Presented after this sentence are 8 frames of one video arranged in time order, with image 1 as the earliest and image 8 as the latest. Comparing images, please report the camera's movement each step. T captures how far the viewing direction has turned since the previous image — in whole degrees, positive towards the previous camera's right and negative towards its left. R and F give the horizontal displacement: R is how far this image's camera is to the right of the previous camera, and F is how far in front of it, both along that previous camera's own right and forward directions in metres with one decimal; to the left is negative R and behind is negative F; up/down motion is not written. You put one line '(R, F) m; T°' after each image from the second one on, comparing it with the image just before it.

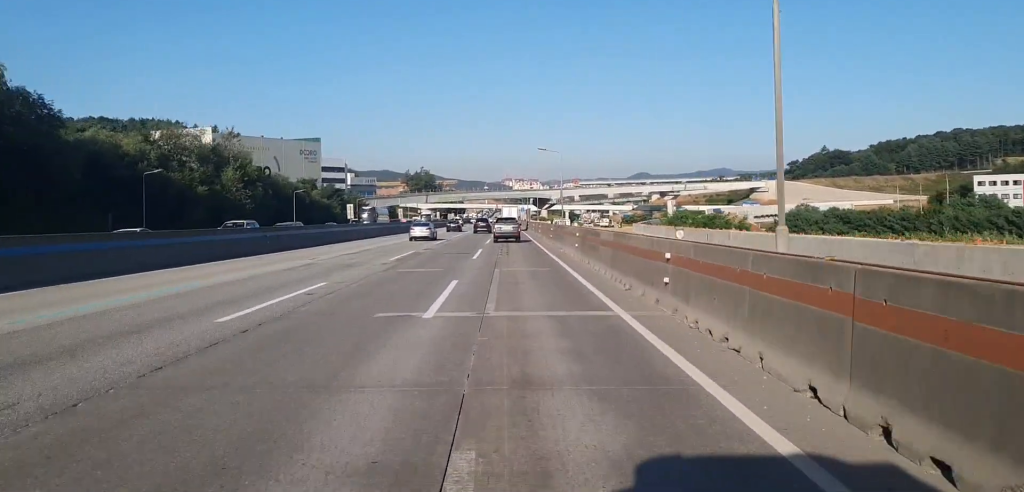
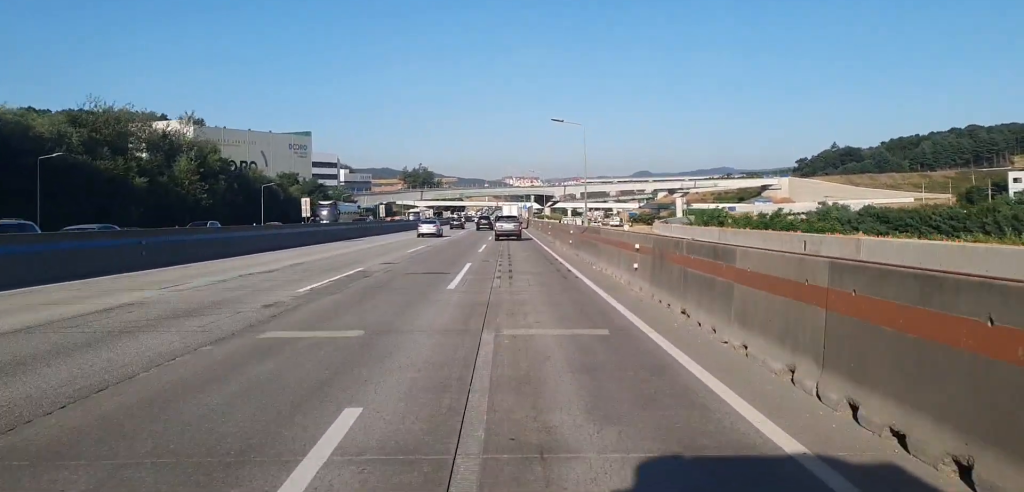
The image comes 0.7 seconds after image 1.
(0.0, +14.7) m; 0°
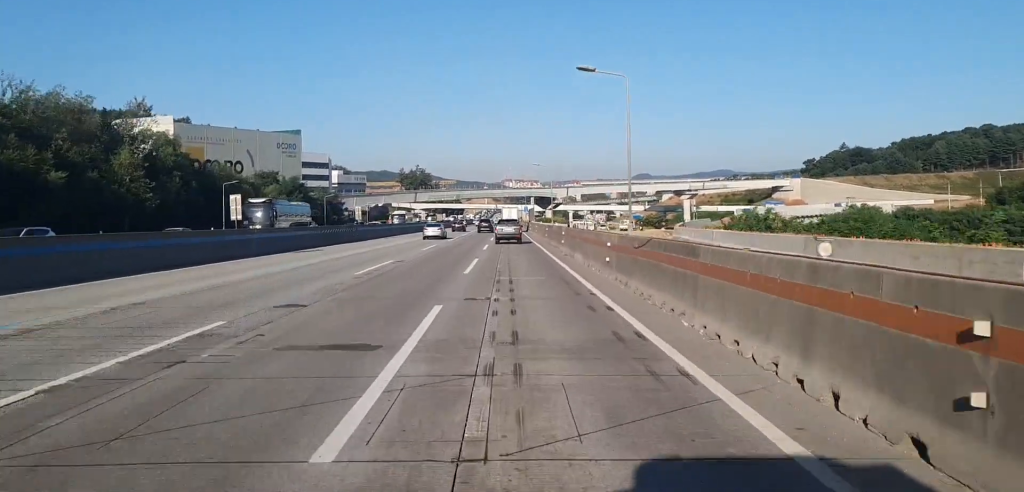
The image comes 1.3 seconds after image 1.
(0.0, +12.6) m; 0°
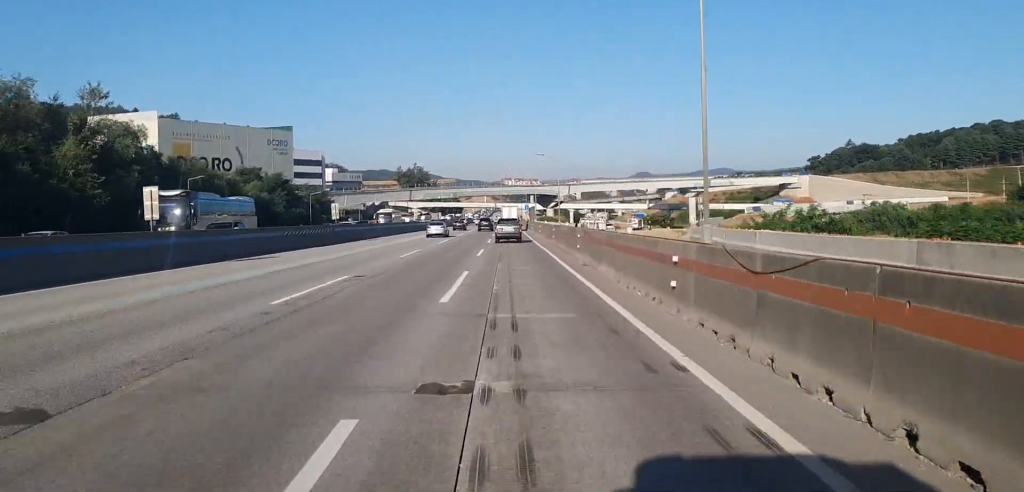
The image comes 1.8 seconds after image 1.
(0.0, +9.1) m; 0°
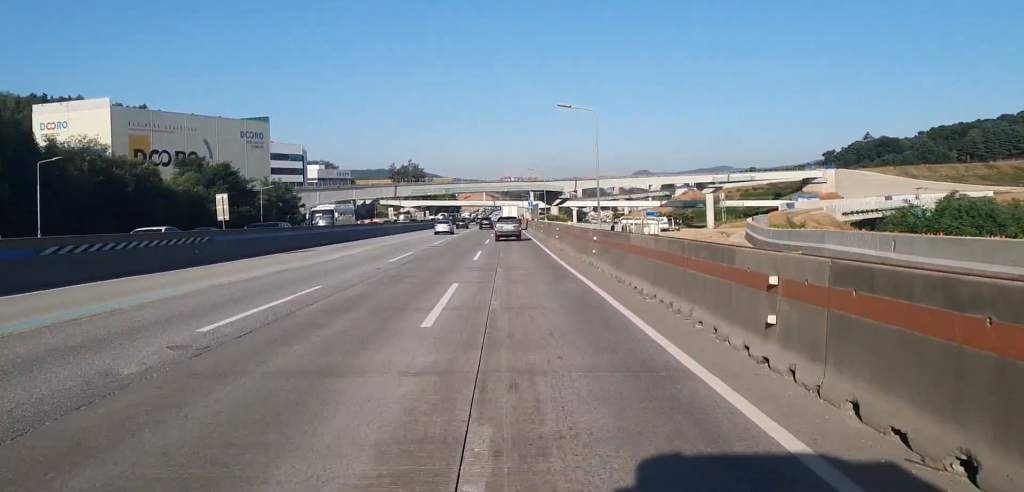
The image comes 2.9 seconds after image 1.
(0.0, +23.7) m; +1°
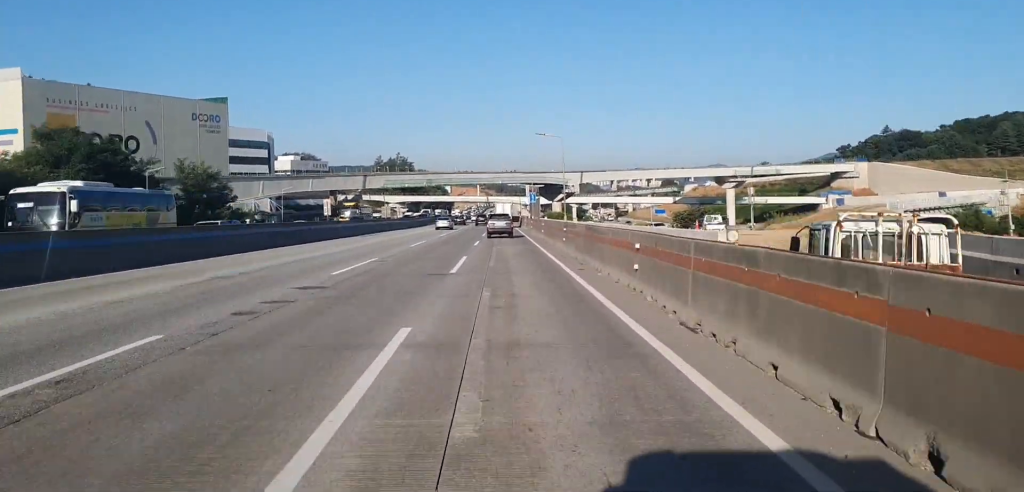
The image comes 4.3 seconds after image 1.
(+0.4, +28.1) m; 0°
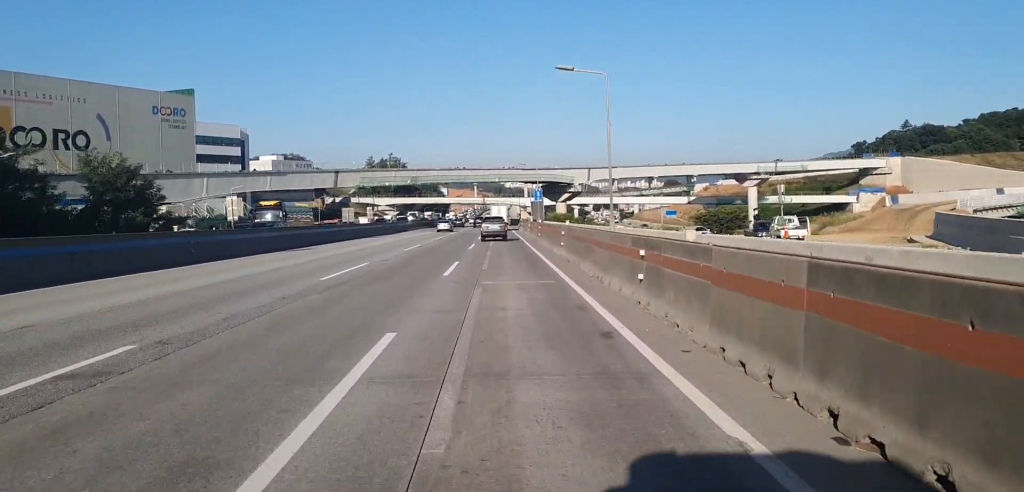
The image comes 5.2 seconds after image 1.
(-0.3, +19.9) m; -1°
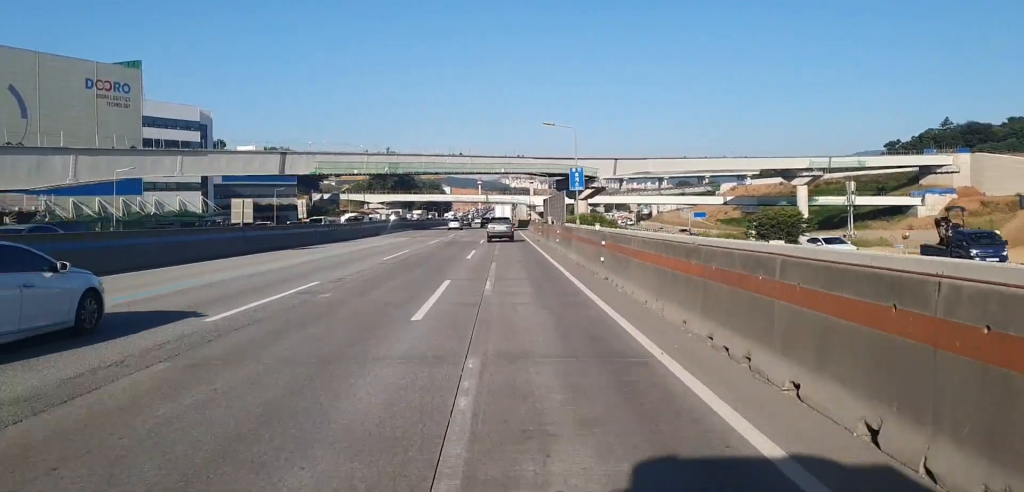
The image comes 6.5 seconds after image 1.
(0.0, +28.0) m; 0°
